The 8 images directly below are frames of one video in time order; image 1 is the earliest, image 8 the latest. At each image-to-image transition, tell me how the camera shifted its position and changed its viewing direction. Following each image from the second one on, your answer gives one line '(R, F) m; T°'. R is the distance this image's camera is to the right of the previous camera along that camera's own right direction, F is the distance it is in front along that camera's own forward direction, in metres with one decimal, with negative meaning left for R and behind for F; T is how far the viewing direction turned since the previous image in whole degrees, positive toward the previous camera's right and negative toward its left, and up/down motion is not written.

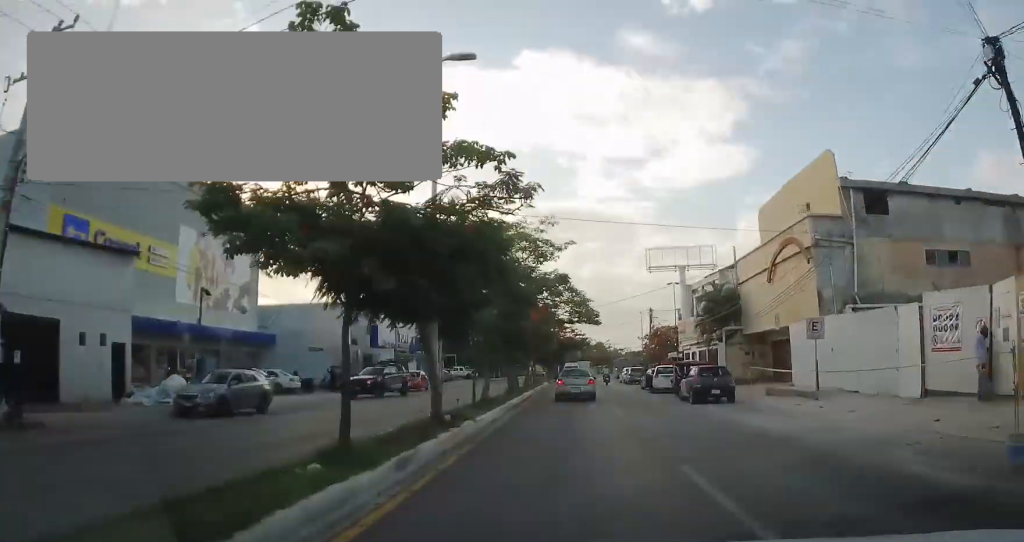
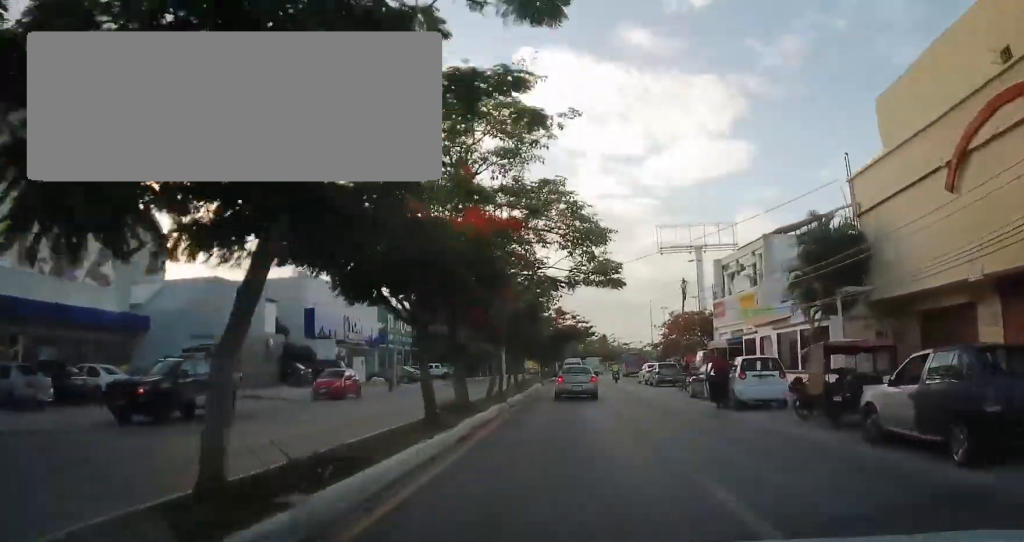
(0.0, +16.7) m; 0°
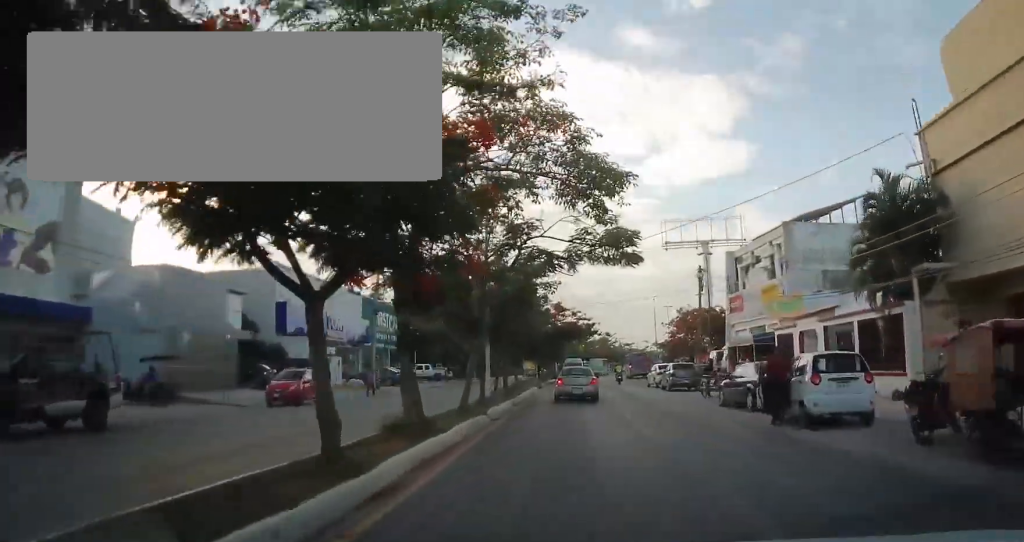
(-0.1, +5.4) m; 0°
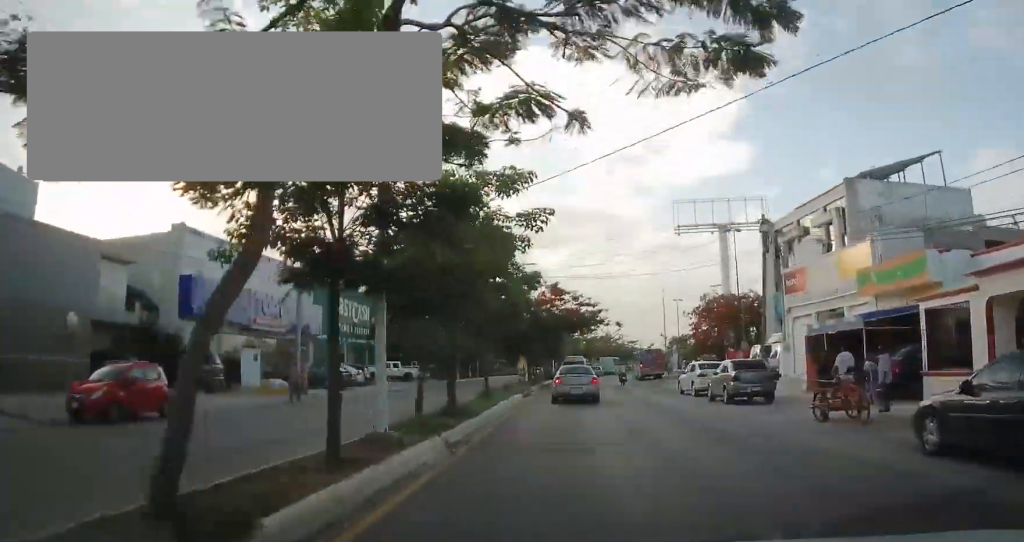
(+0.1, +12.7) m; +1°
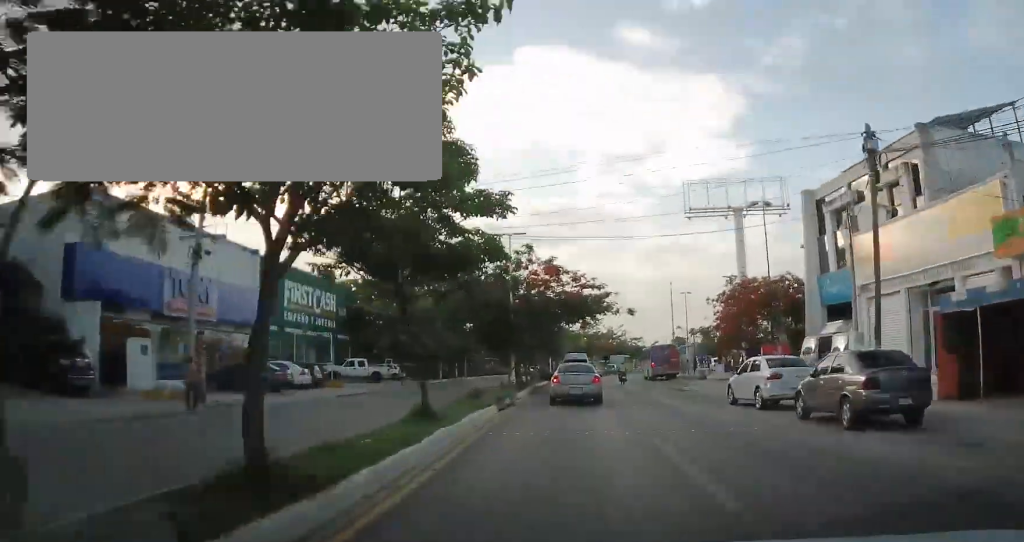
(+0.1, +9.6) m; 0°
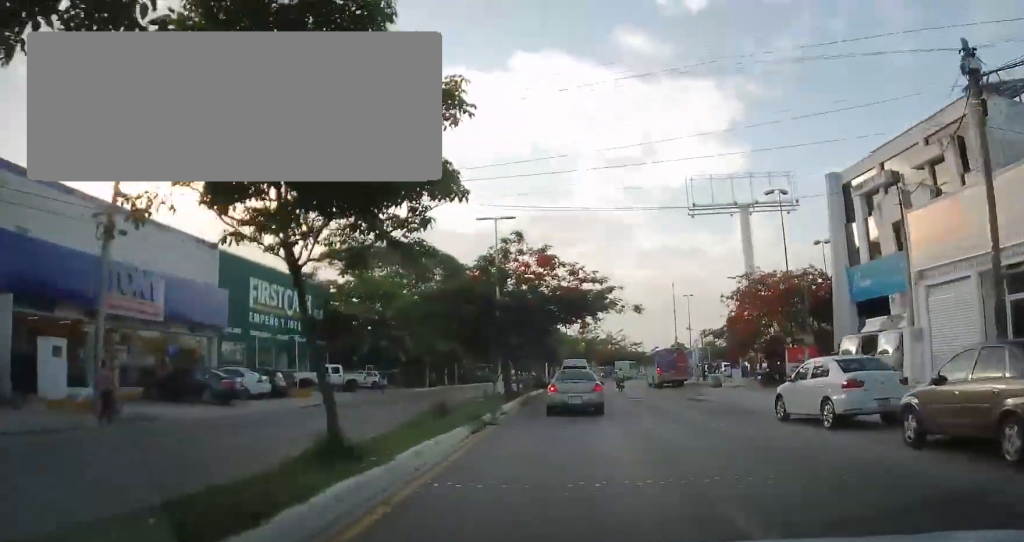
(0.0, +5.1) m; 0°
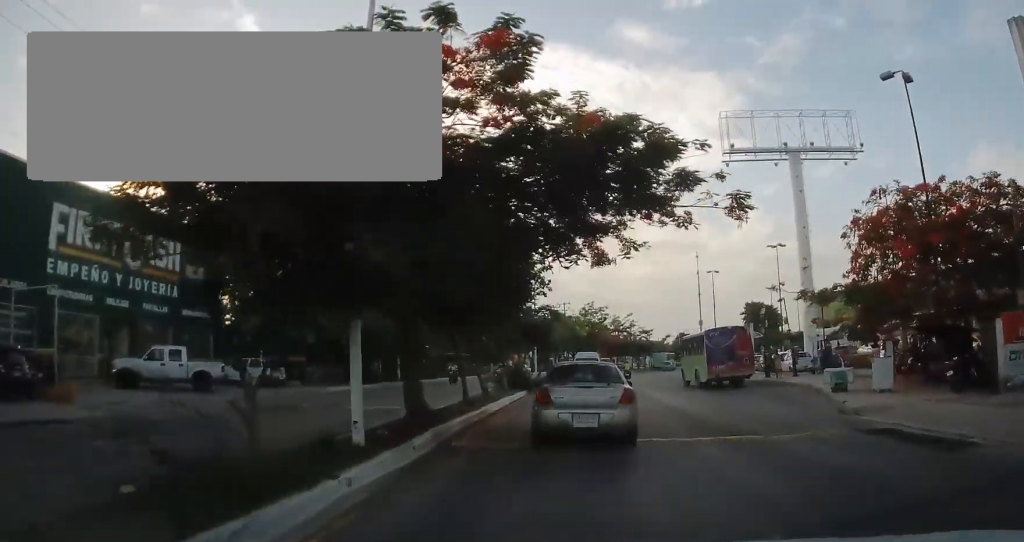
(+0.2, +20.4) m; 0°
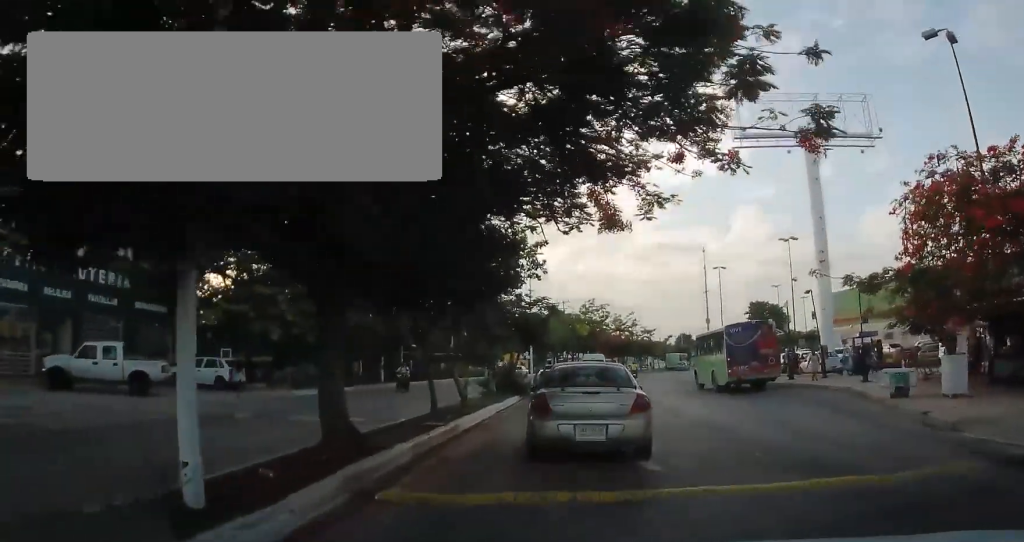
(0.0, +5.0) m; -1°
